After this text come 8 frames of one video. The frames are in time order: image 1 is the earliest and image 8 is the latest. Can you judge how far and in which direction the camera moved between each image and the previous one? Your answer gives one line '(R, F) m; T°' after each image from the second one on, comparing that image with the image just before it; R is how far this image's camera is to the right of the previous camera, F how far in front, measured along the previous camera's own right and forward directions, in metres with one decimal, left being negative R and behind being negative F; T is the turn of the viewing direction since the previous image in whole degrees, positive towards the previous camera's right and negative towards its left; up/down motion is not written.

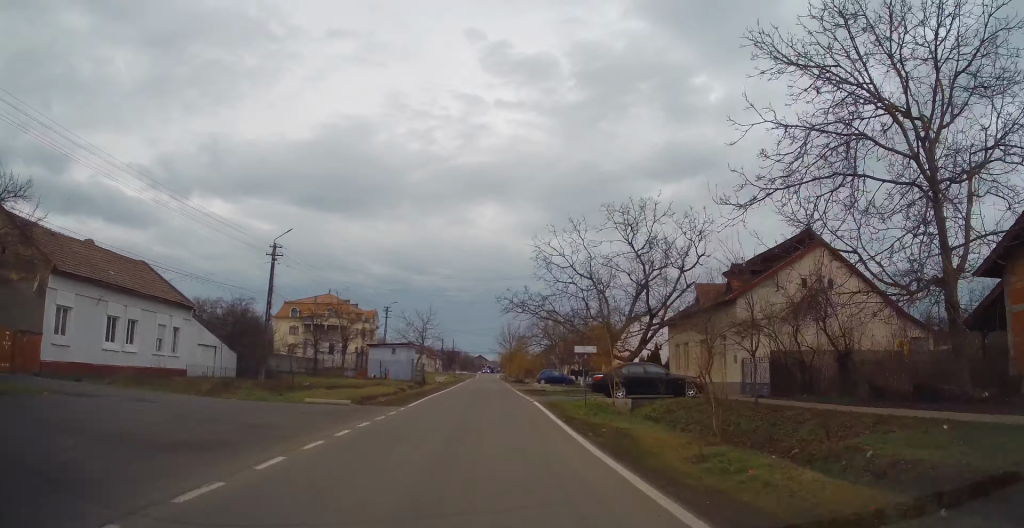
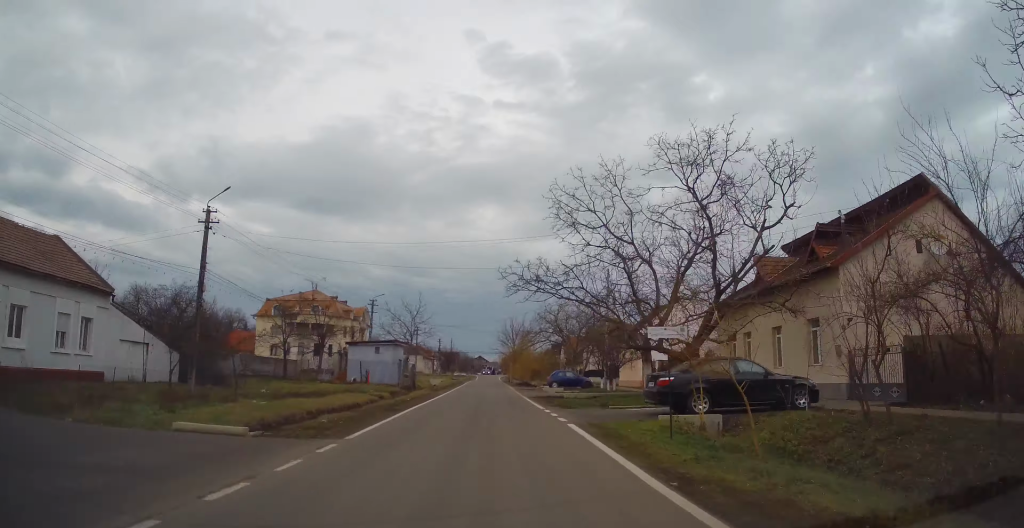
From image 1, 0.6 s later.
(0.0, +9.4) m; -1°
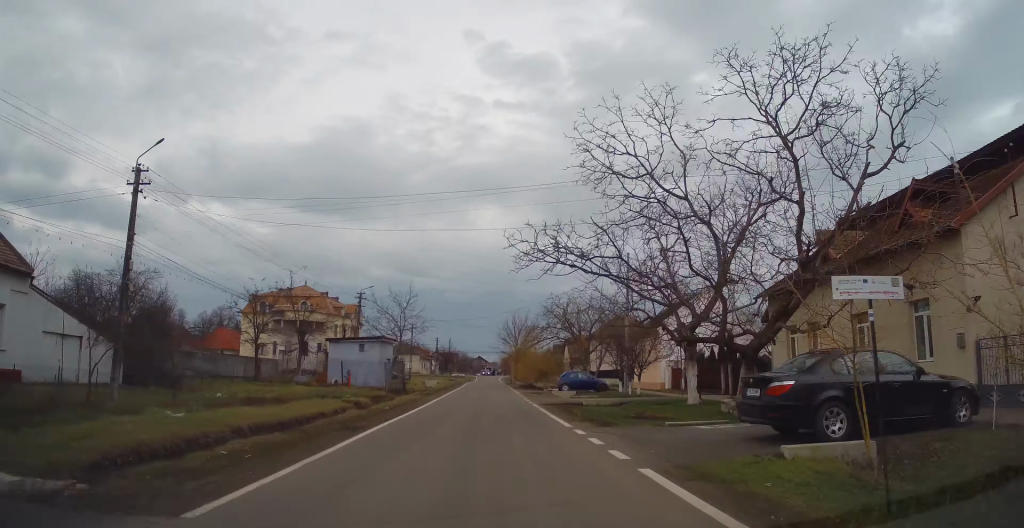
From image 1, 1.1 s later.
(+0.1, +6.5) m; -1°
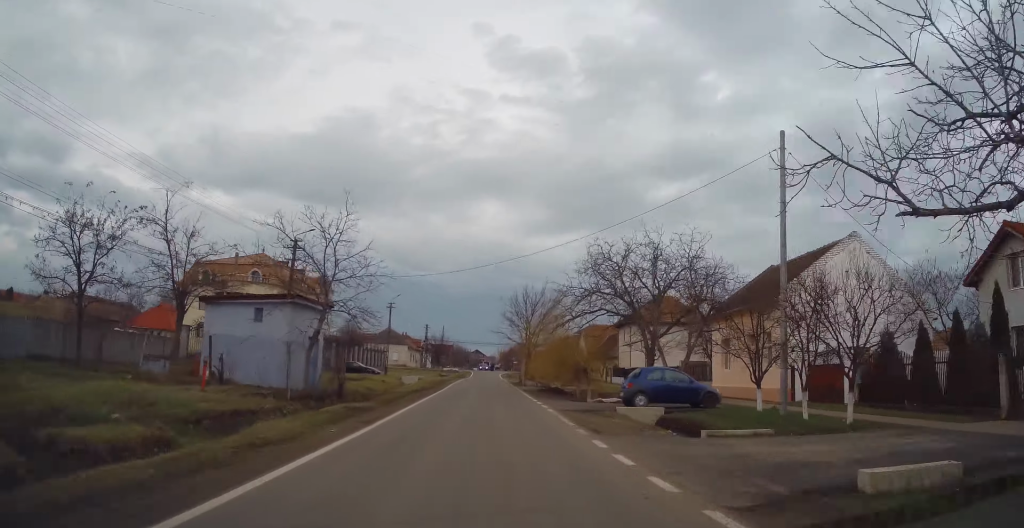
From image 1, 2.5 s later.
(-0.2, +21.2) m; +1°
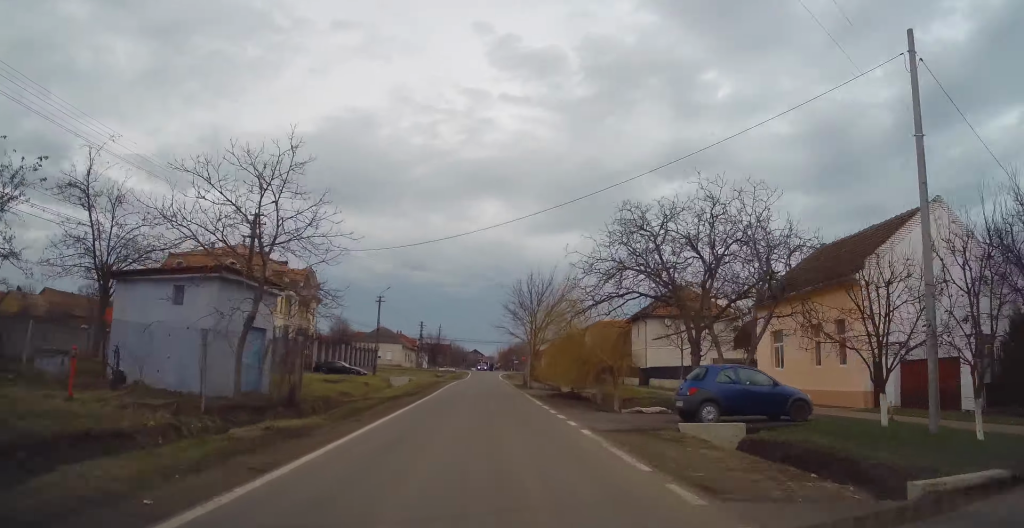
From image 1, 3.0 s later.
(+0.3, +6.8) m; +1°
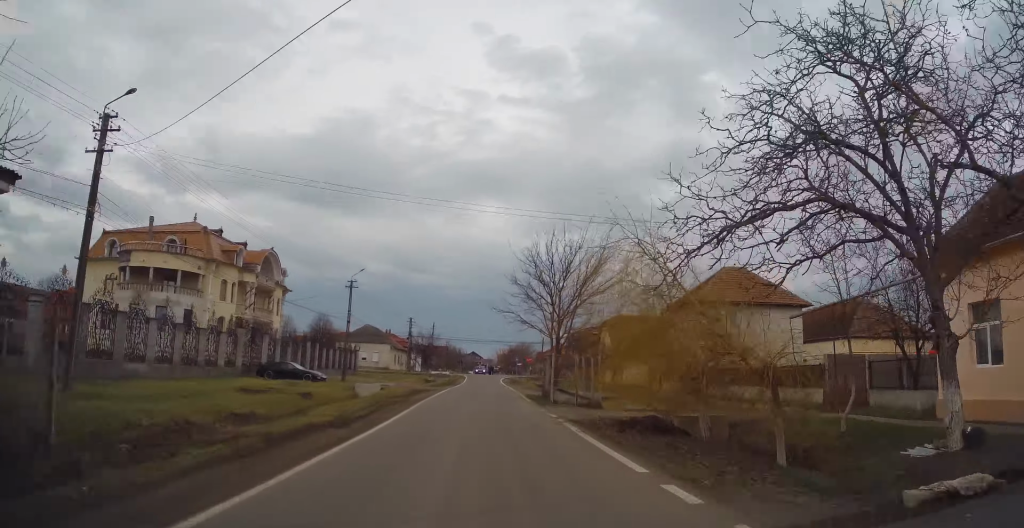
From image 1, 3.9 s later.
(0.0, +14.1) m; -1°
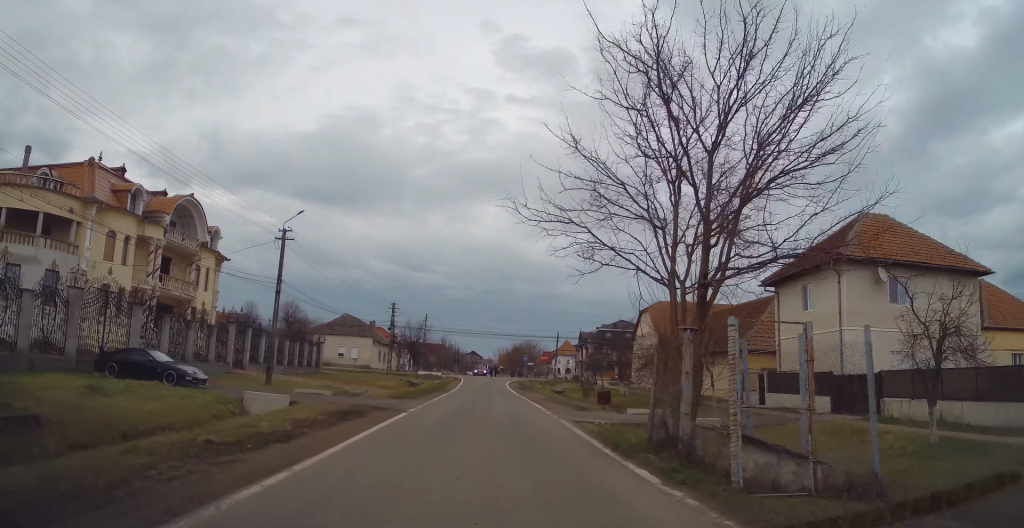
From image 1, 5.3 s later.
(-0.2, +19.1) m; -1°
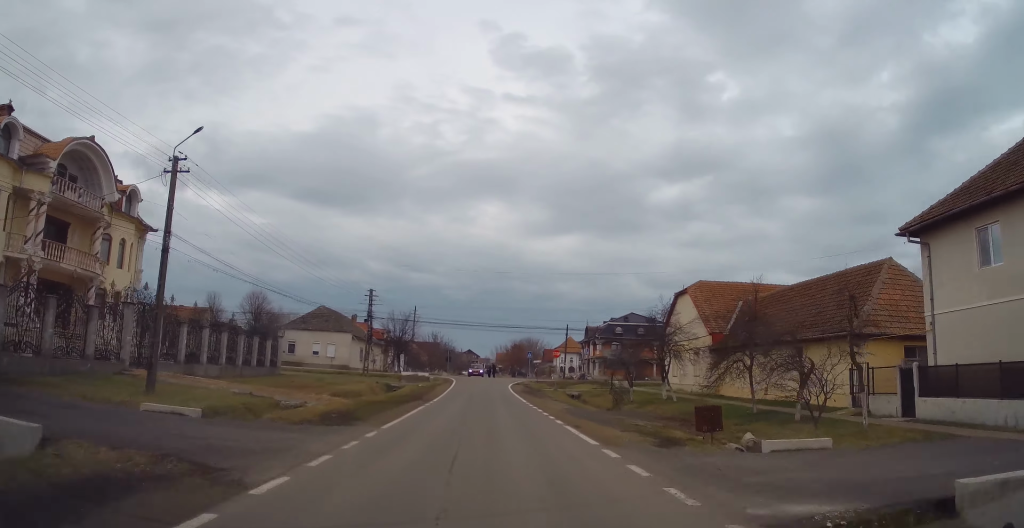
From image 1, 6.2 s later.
(0.0, +12.5) m; 0°
